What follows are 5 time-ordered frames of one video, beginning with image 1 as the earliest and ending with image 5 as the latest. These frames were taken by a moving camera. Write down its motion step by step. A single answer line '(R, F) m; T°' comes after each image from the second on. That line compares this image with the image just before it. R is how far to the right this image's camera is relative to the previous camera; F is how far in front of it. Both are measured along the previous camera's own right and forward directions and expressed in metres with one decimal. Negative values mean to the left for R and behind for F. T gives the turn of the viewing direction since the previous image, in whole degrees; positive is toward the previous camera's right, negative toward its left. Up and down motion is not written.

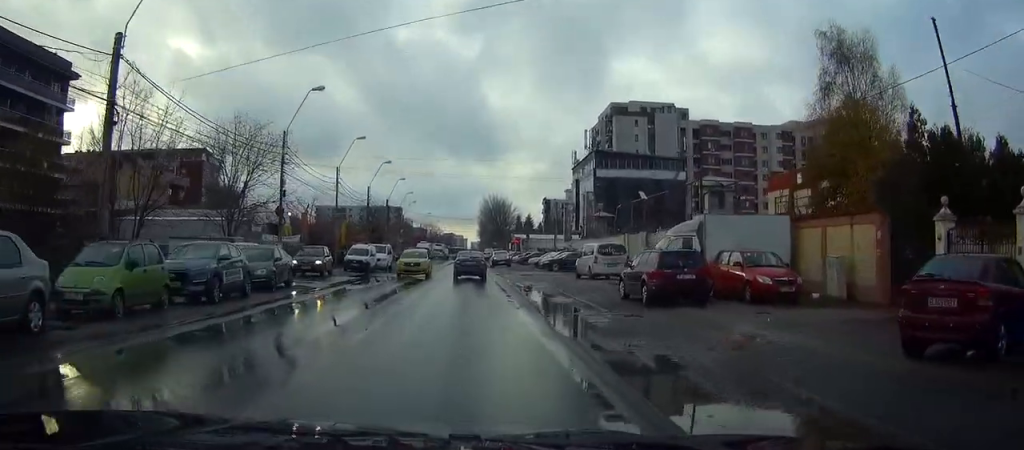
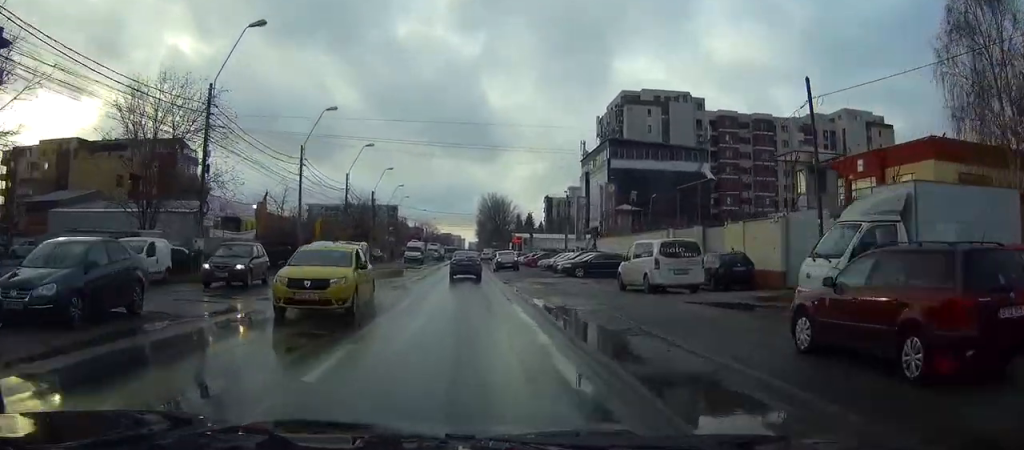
(0.0, +12.0) m; 0°
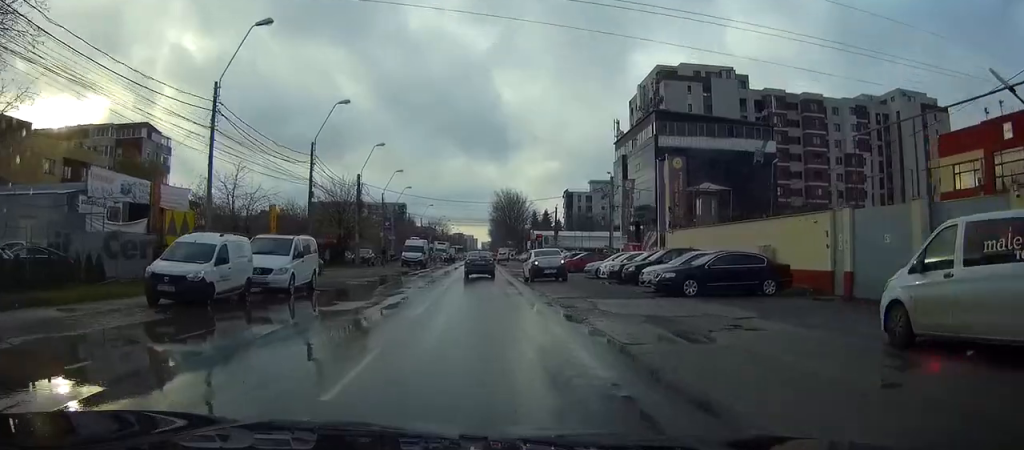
(-0.1, +18.2) m; -1°
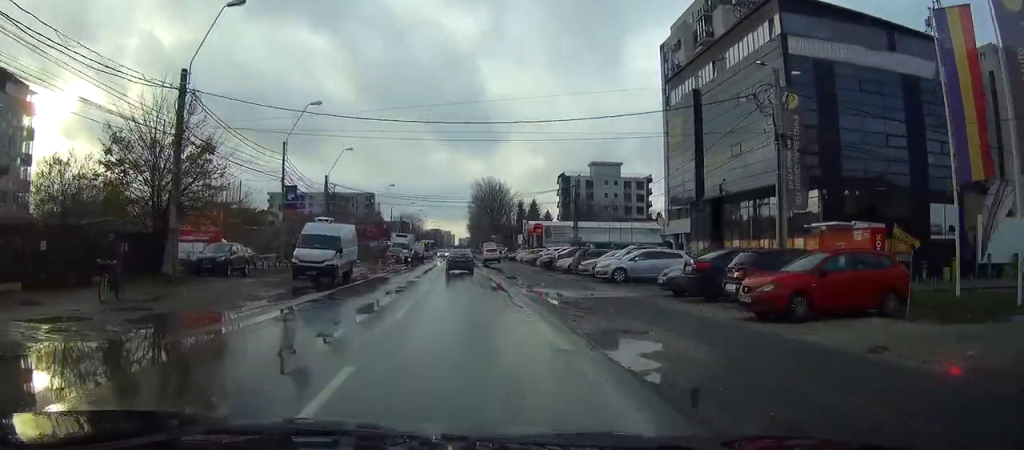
(+0.2, +35.9) m; +2°
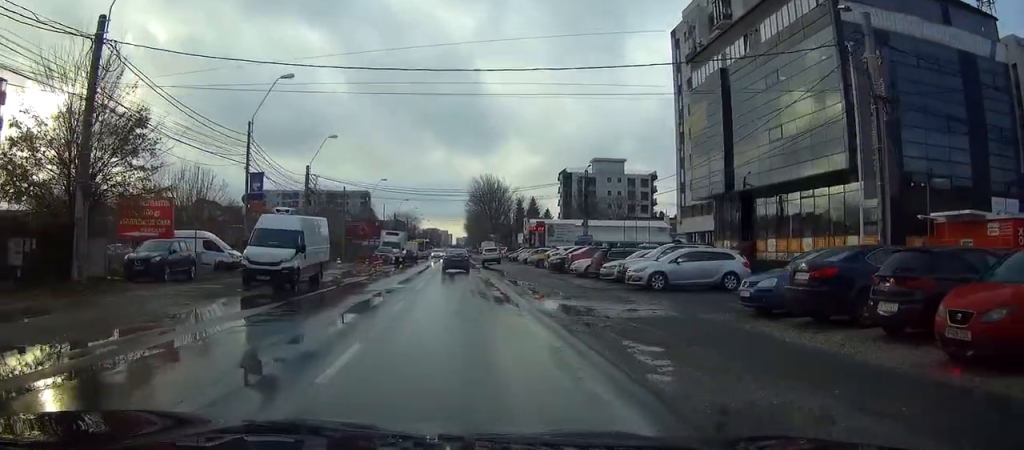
(0.0, +6.9) m; 0°
